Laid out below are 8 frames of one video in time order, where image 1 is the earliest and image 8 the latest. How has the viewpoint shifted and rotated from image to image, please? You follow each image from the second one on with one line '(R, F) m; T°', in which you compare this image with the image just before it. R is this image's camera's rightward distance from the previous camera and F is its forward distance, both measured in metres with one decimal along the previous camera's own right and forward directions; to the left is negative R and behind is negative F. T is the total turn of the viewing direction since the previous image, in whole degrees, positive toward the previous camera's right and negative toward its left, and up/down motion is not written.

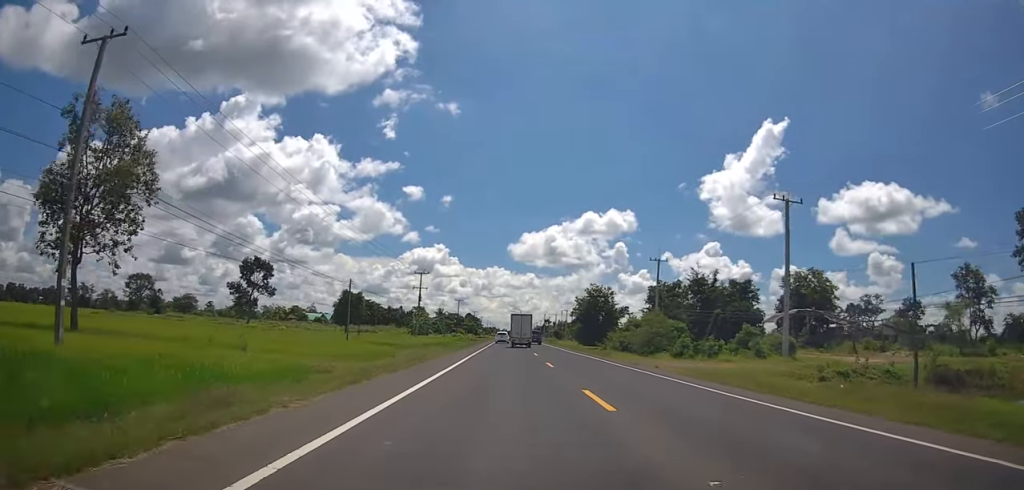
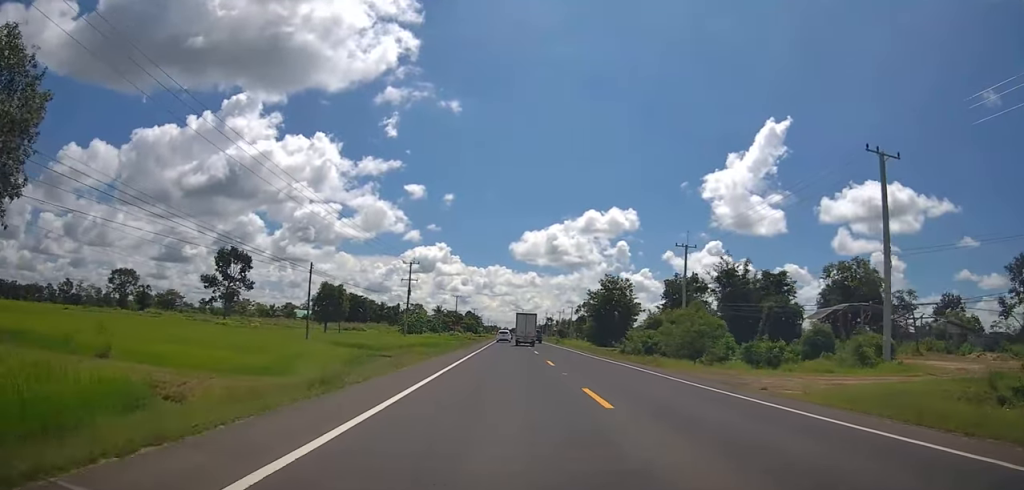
(+0.2, +11.7) m; -2°
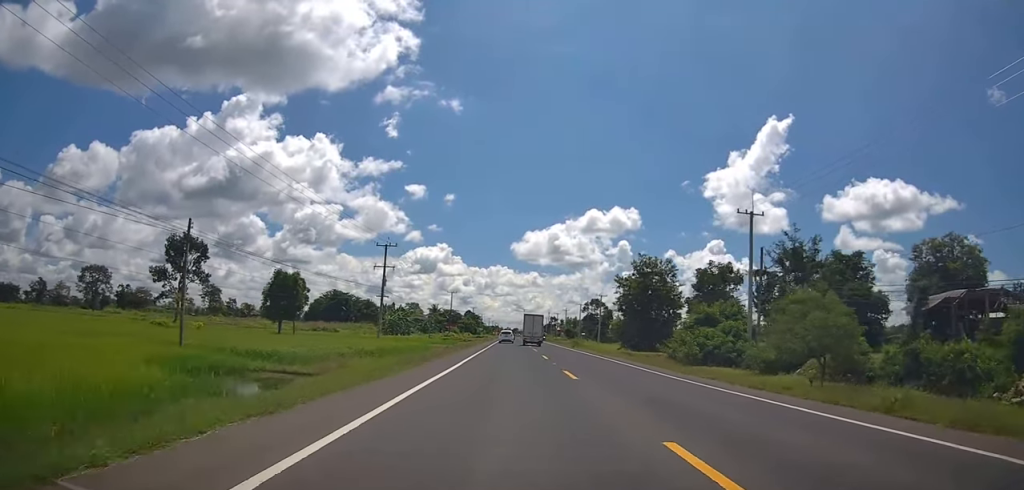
(-0.9, +18.3) m; 0°
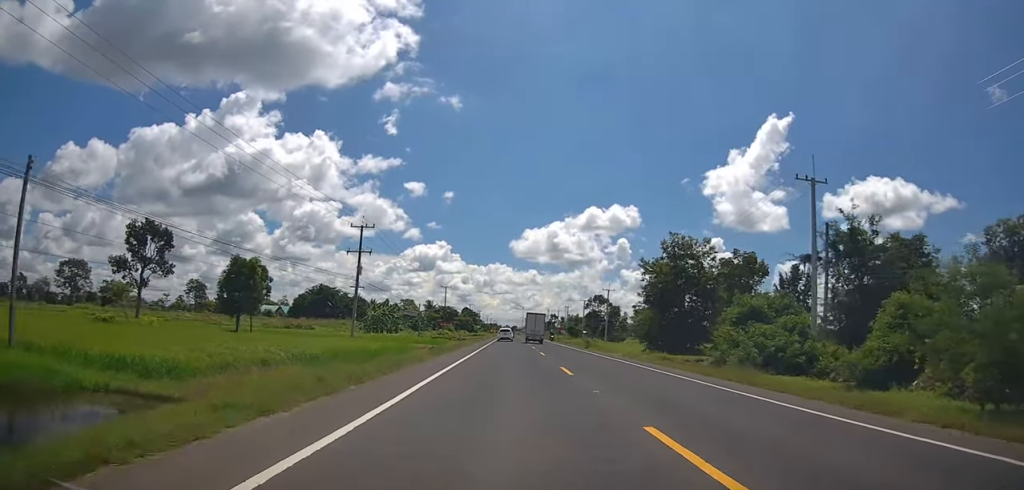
(+0.5, +10.9) m; +2°
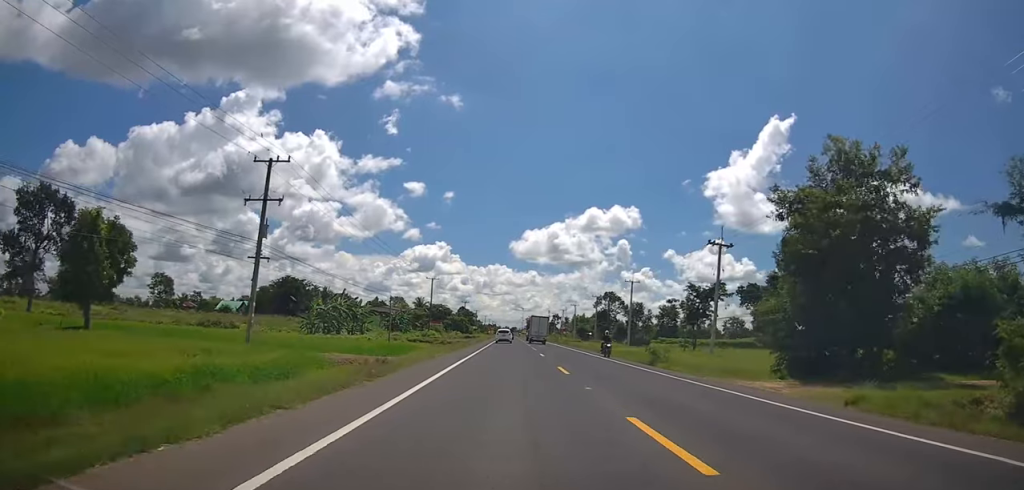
(+0.4, +23.2) m; +1°
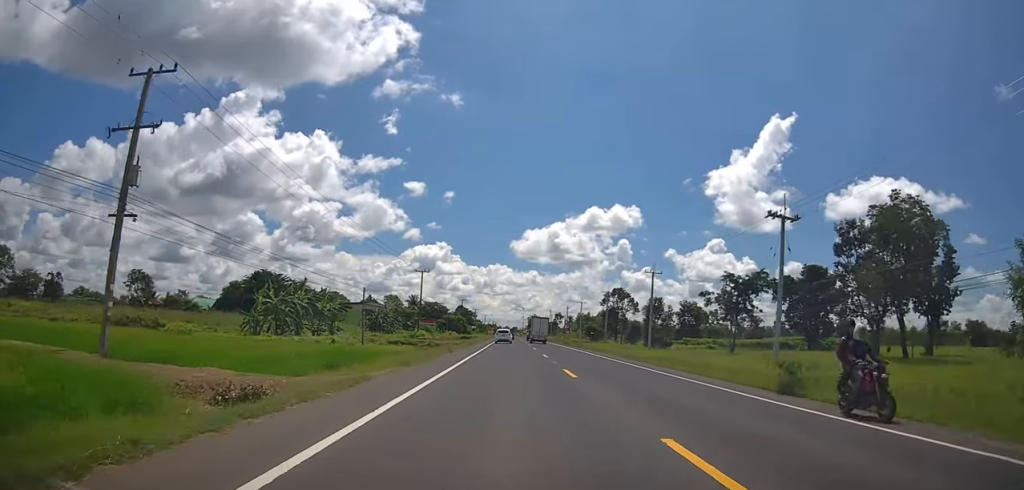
(0.0, +13.7) m; 0°
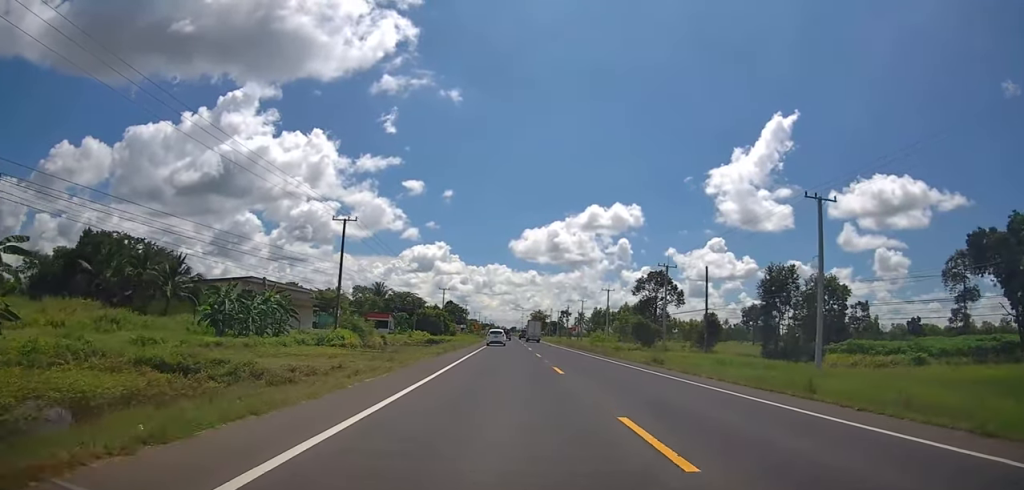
(-0.8, +46.7) m; -3°
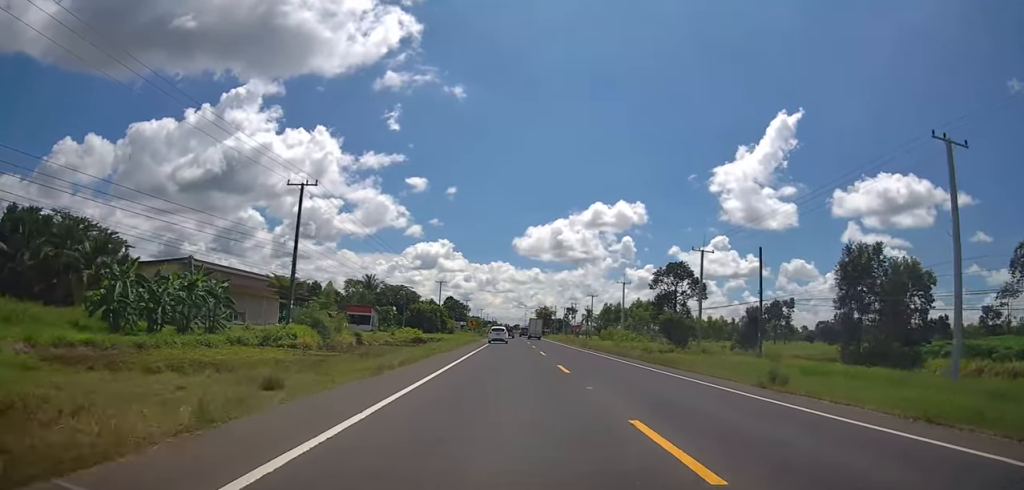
(-0.2, +12.4) m; +1°
